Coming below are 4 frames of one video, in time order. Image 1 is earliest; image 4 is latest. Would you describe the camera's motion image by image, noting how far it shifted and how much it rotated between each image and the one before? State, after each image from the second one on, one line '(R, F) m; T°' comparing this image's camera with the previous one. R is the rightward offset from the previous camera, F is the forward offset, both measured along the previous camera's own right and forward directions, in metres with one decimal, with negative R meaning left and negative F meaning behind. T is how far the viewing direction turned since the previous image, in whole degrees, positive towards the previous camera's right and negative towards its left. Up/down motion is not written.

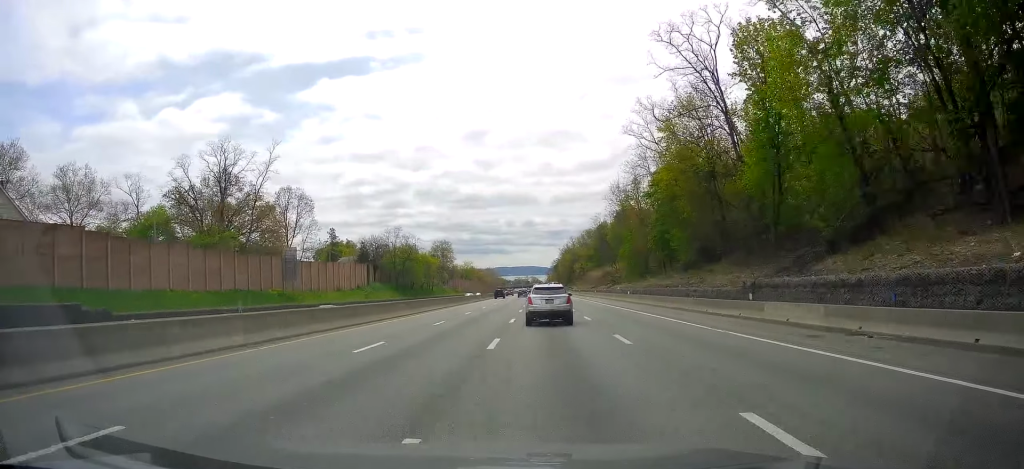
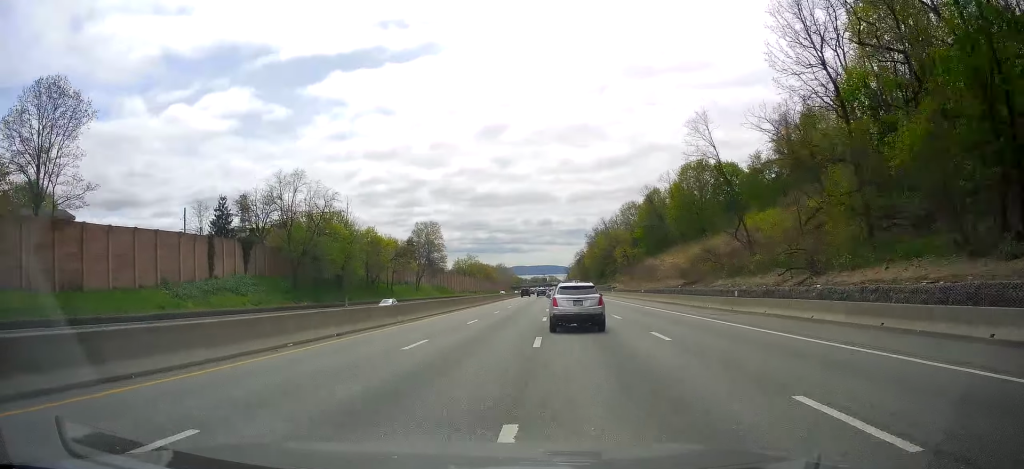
(+0.4, +72.5) m; -1°
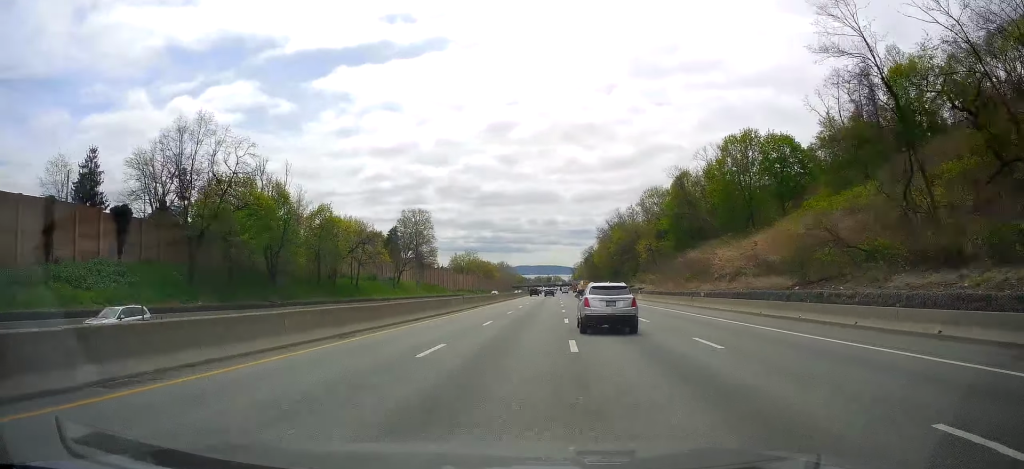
(-0.3, +26.5) m; 0°
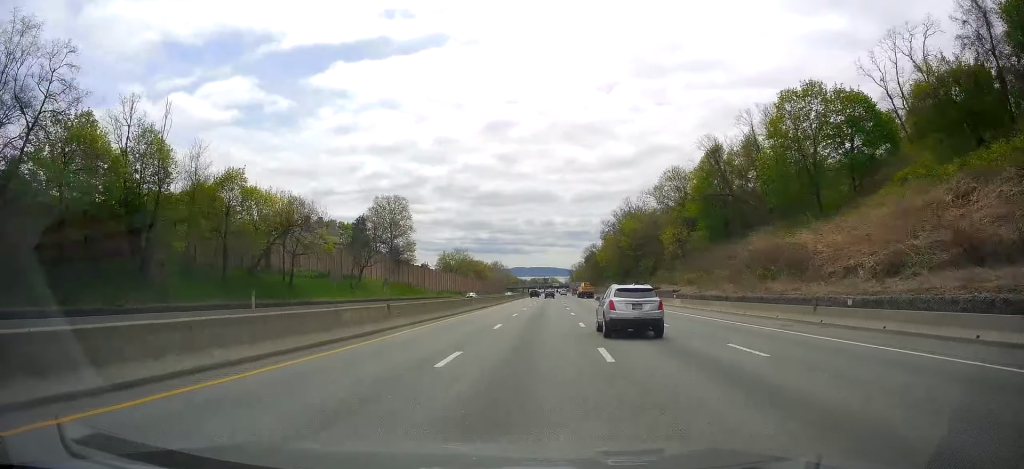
(+0.1, +25.6) m; 0°
